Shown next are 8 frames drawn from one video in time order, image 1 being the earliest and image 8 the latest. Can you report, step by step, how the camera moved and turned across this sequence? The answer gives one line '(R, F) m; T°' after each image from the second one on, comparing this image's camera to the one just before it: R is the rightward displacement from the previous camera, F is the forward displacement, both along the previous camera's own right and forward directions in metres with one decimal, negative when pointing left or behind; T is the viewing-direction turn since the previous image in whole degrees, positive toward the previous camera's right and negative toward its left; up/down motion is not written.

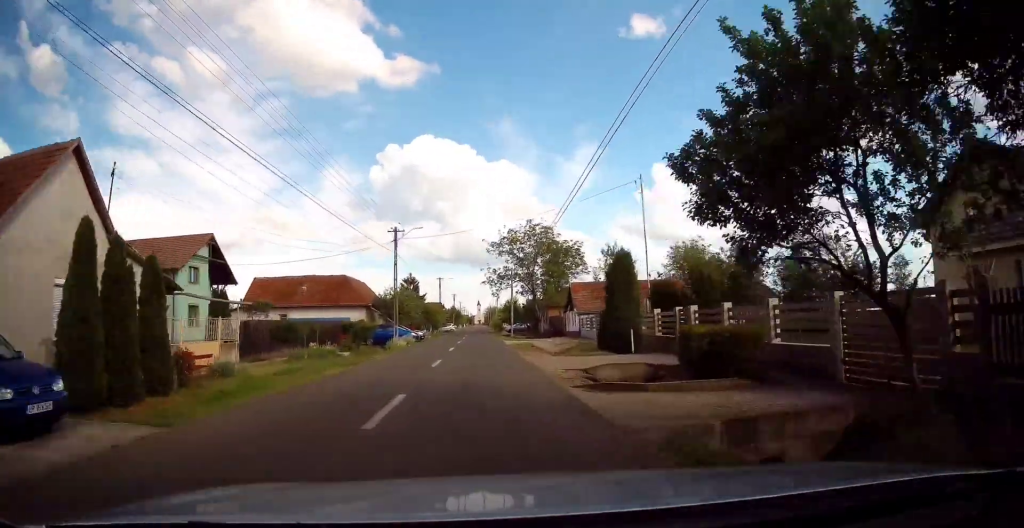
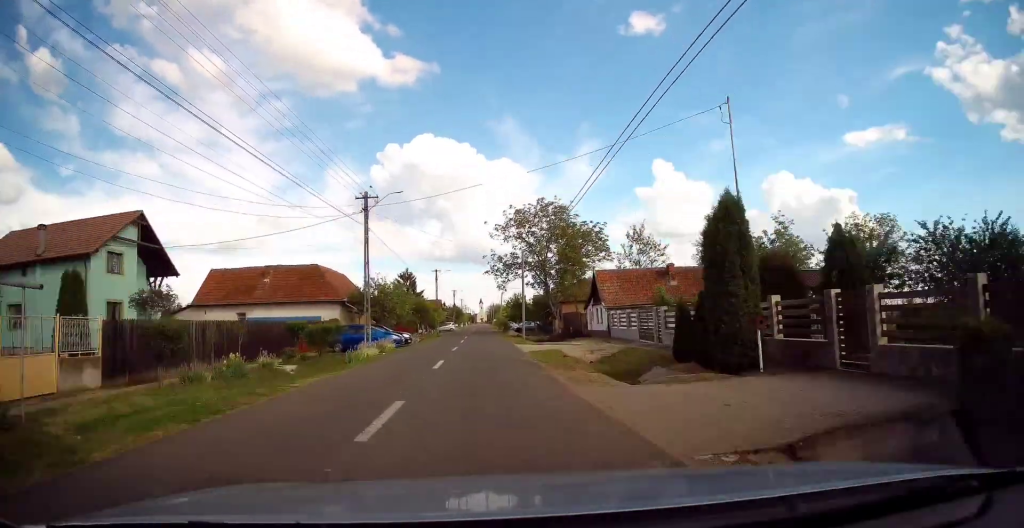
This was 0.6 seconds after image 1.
(-0.2, +9.6) m; 0°
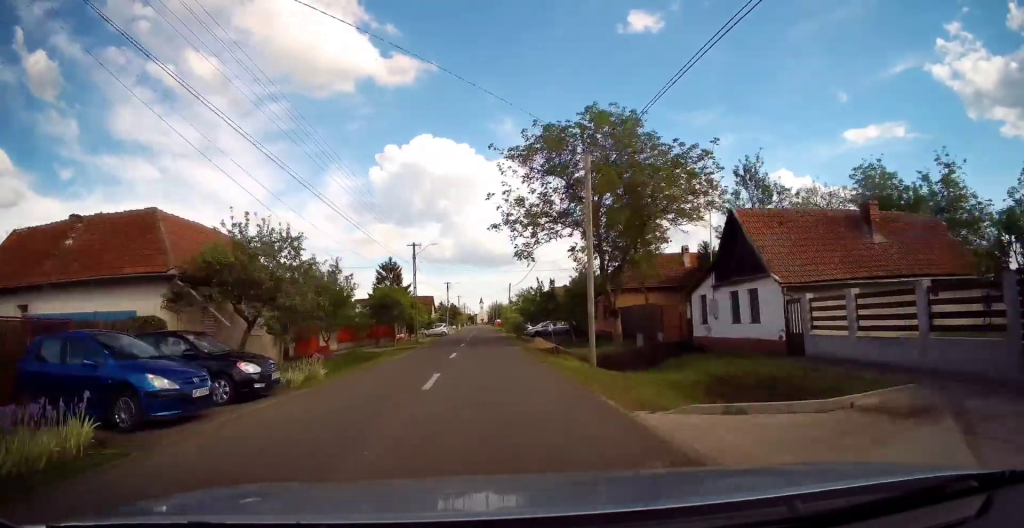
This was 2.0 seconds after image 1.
(+0.4, +22.5) m; +1°
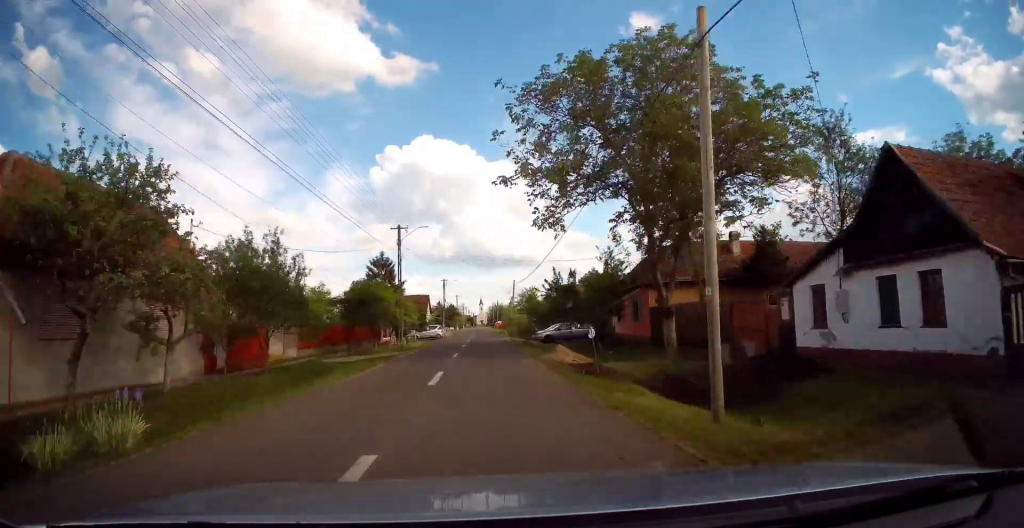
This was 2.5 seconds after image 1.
(0.0, +8.6) m; 0°
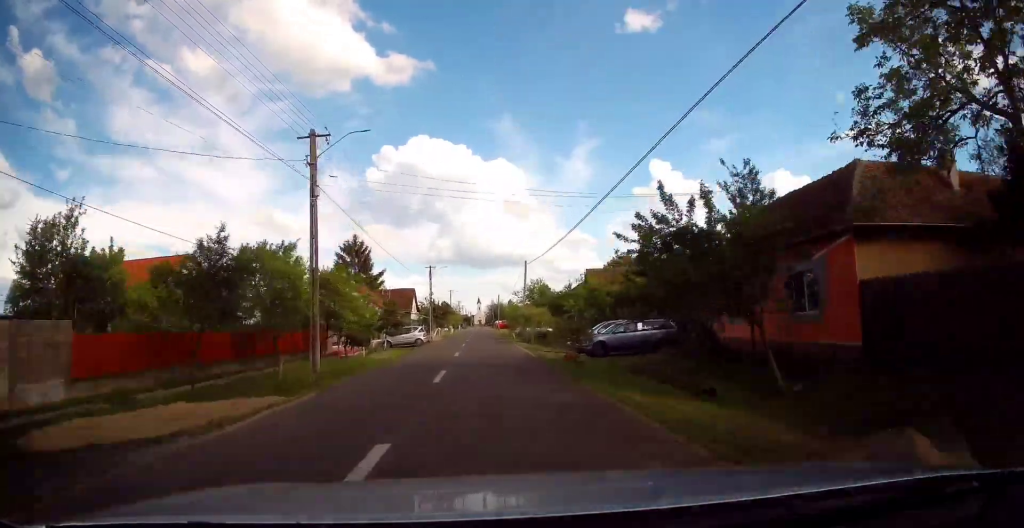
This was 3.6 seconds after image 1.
(-0.1, +17.1) m; -1°
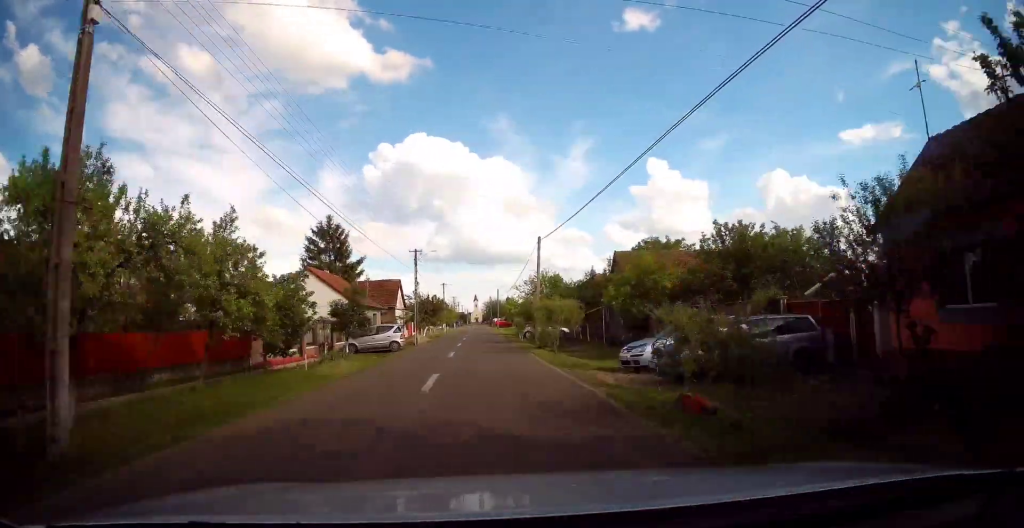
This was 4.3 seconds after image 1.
(-0.2, +10.7) m; +1°
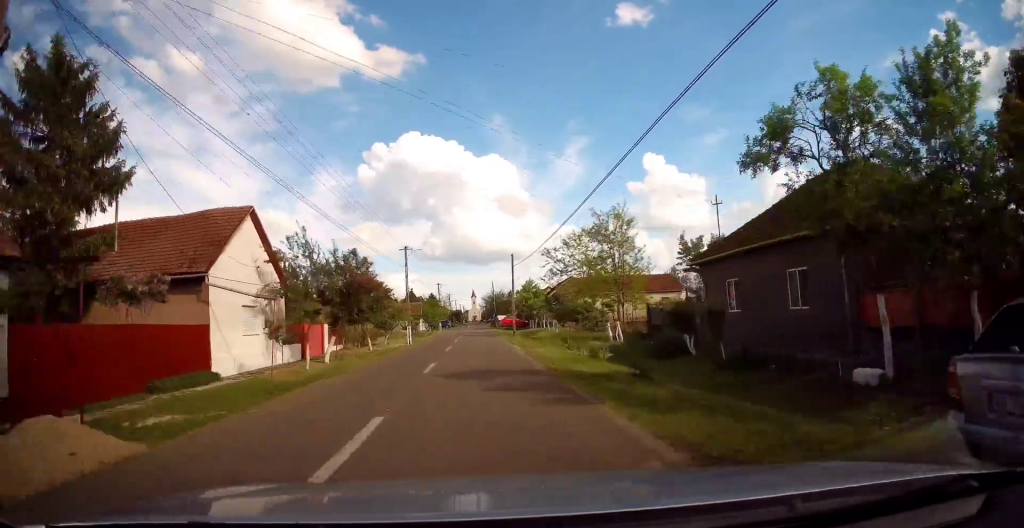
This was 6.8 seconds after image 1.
(+0.7, +41.1) m; 0°
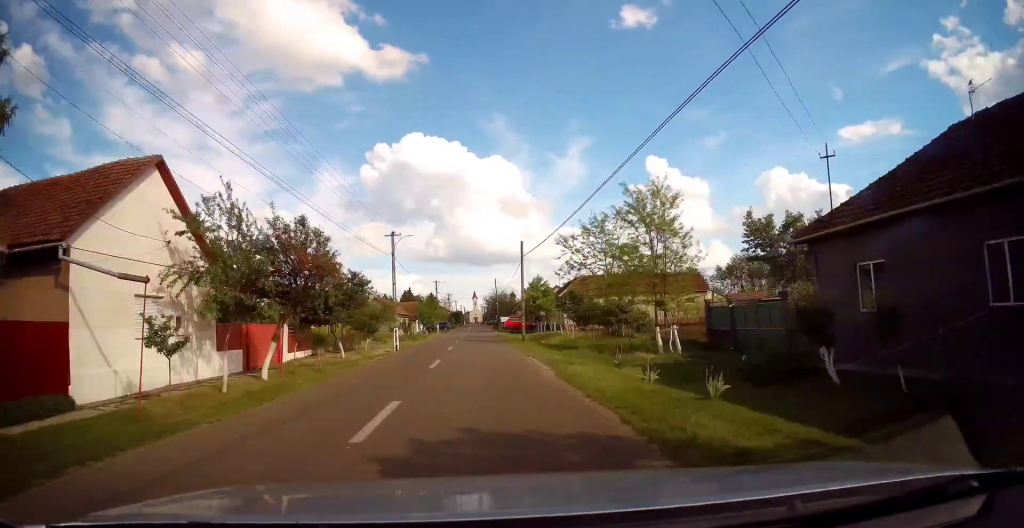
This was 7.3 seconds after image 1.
(+0.1, +7.5) m; 0°
